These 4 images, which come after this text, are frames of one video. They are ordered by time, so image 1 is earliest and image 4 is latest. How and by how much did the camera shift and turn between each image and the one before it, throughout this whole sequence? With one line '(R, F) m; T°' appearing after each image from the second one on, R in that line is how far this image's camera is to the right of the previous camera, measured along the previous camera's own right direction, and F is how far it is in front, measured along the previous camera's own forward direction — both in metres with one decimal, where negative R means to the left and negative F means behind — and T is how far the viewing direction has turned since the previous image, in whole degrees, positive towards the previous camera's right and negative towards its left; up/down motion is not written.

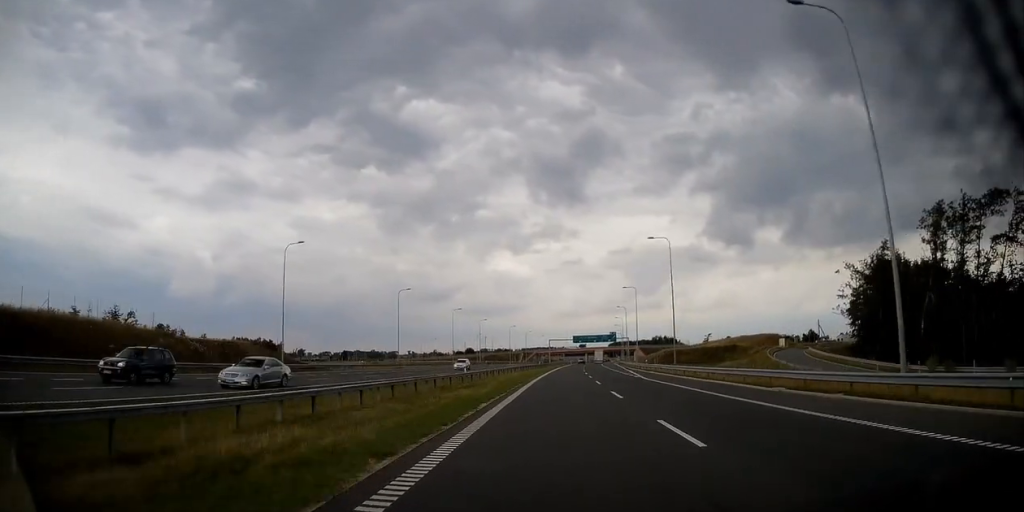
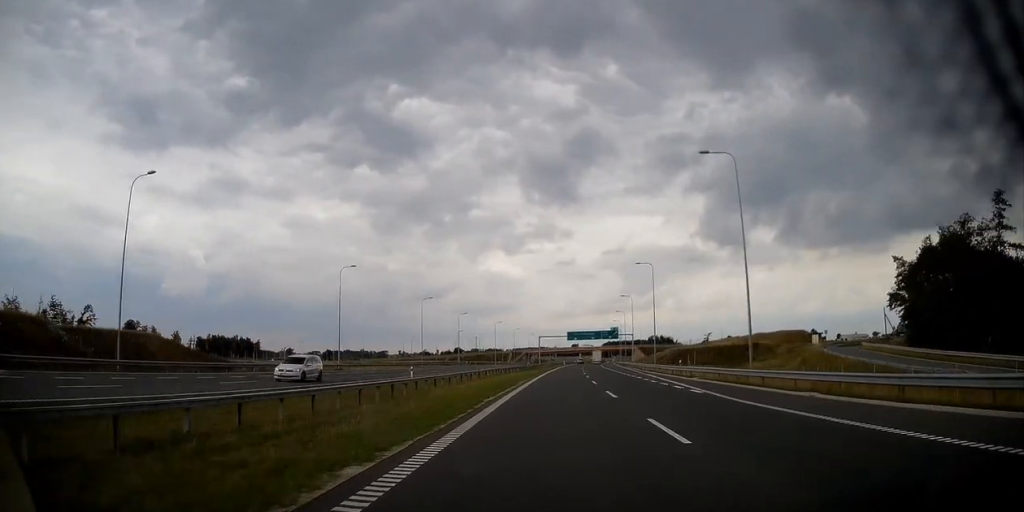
(+0.1, +23.8) m; +1°
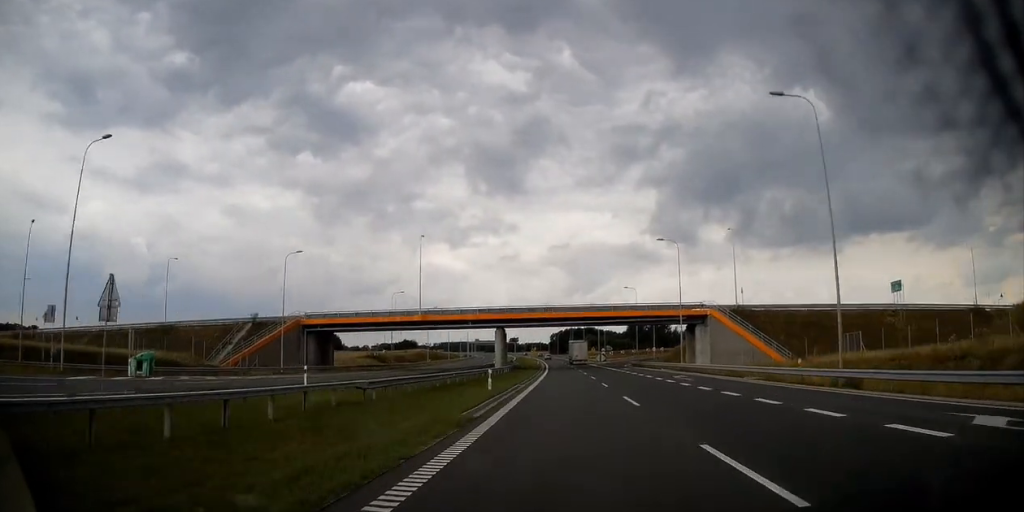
(+11.5, +221.4) m; +5°
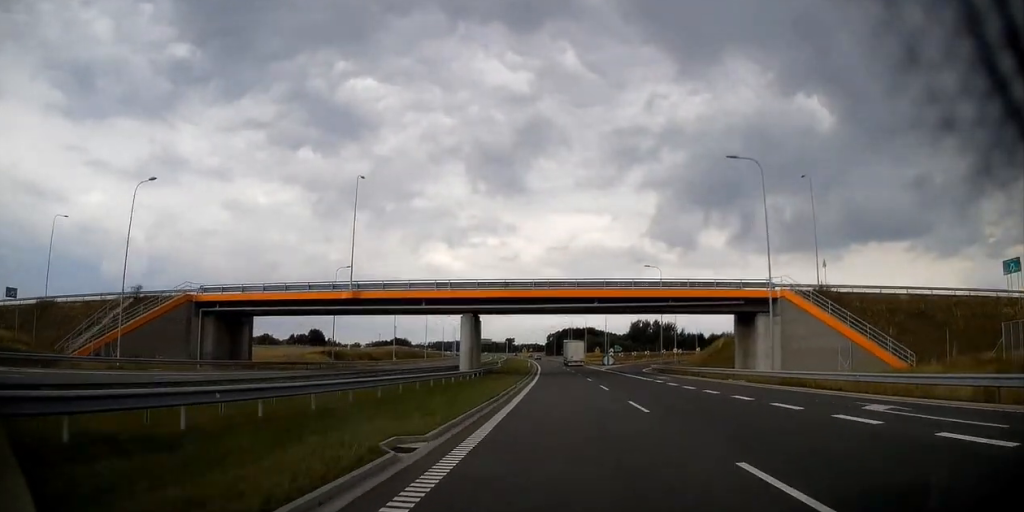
(0.0, +25.6) m; 0°
